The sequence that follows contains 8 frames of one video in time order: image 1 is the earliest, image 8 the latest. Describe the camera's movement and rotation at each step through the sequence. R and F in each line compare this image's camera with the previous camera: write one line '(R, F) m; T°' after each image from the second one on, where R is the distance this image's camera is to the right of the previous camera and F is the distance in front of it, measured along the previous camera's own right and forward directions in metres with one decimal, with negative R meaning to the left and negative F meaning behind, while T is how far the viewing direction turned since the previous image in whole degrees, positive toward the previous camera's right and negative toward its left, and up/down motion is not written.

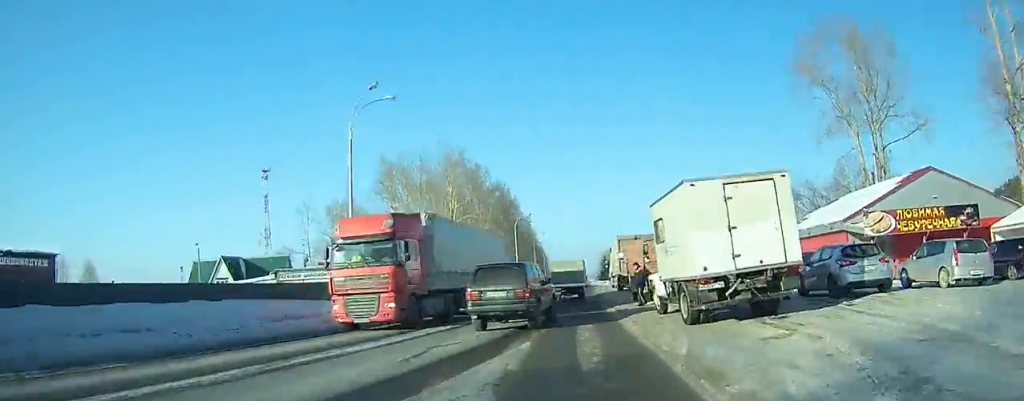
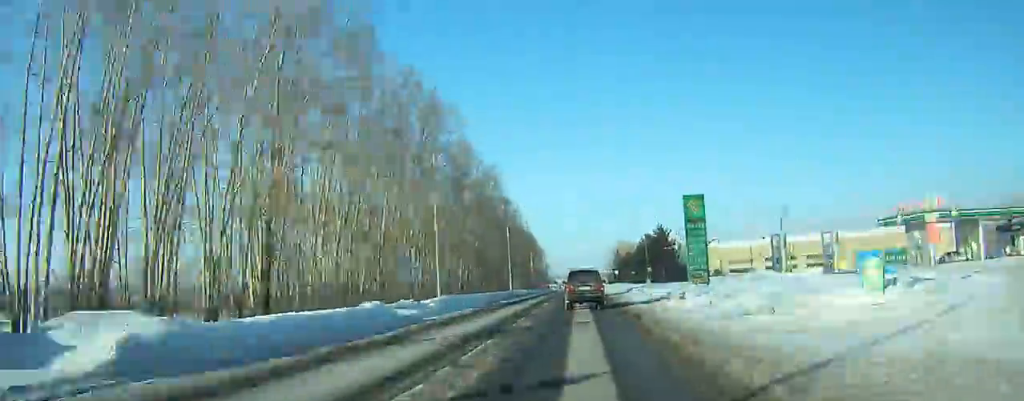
(+1.5, +85.6) m; +1°
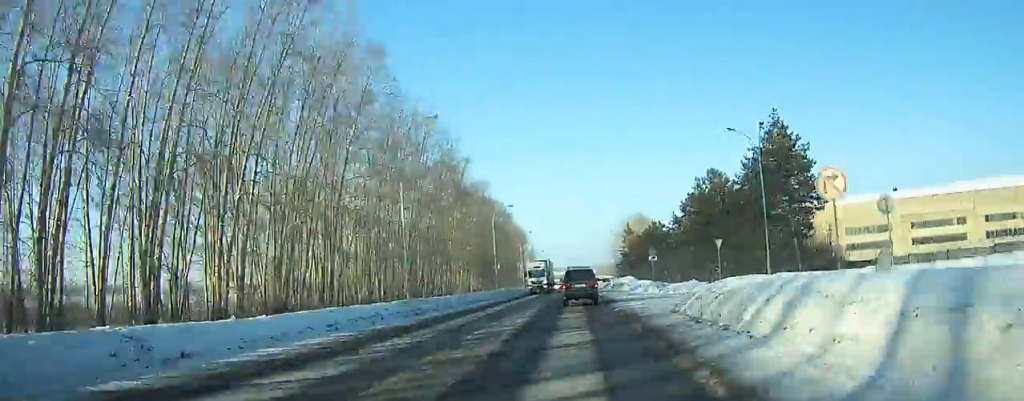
(-0.7, +79.1) m; 0°
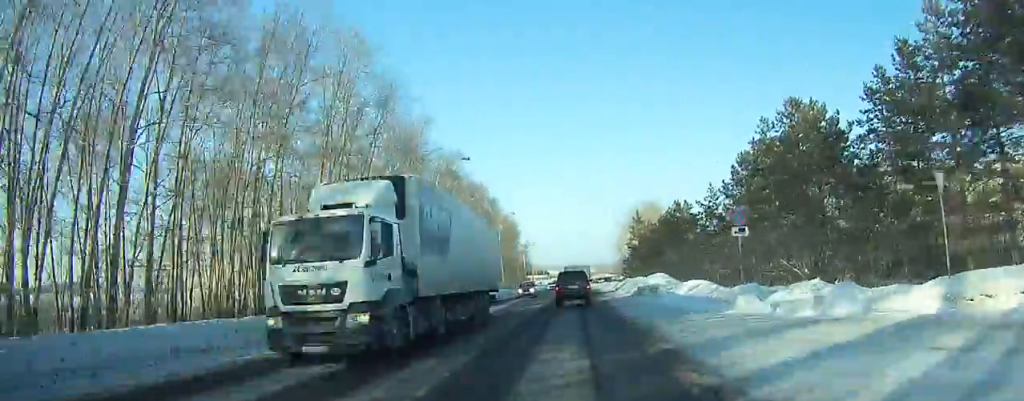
(+0.1, +29.2) m; 0°
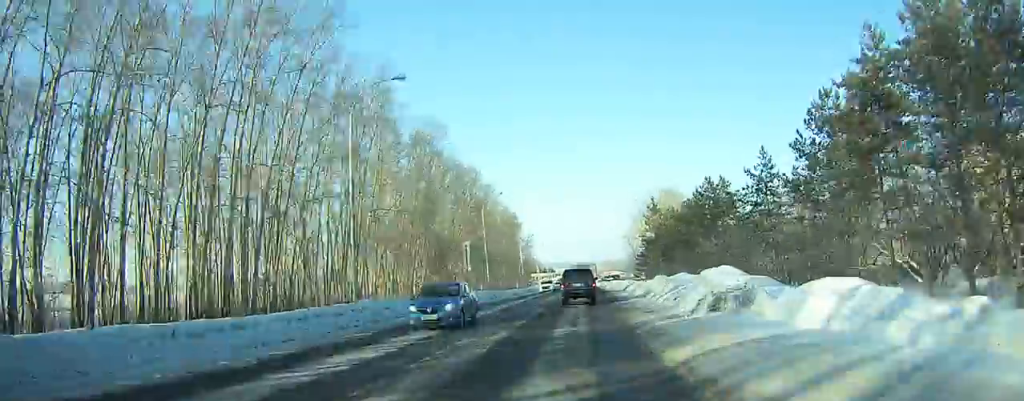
(0.0, +18.4) m; 0°
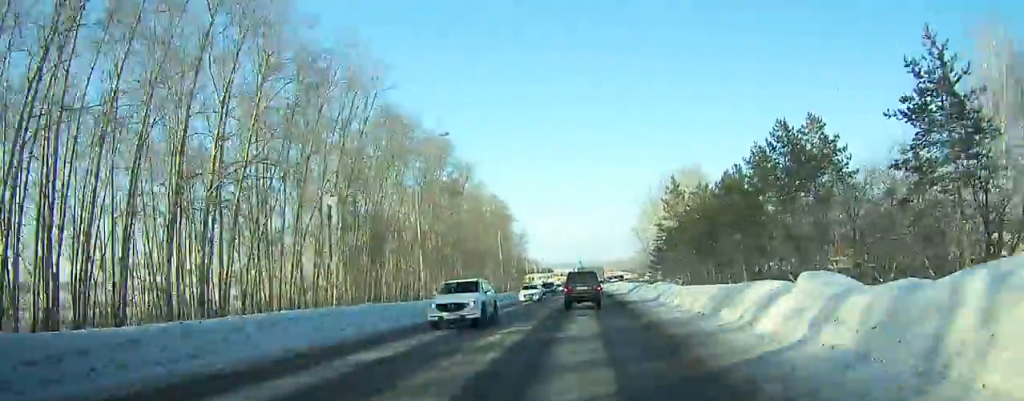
(0.0, +26.4) m; 0°
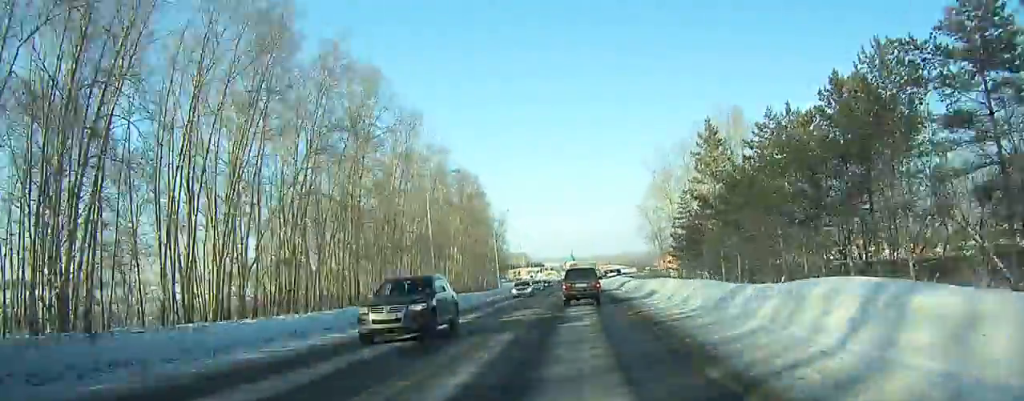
(0.0, +32.5) m; 0°
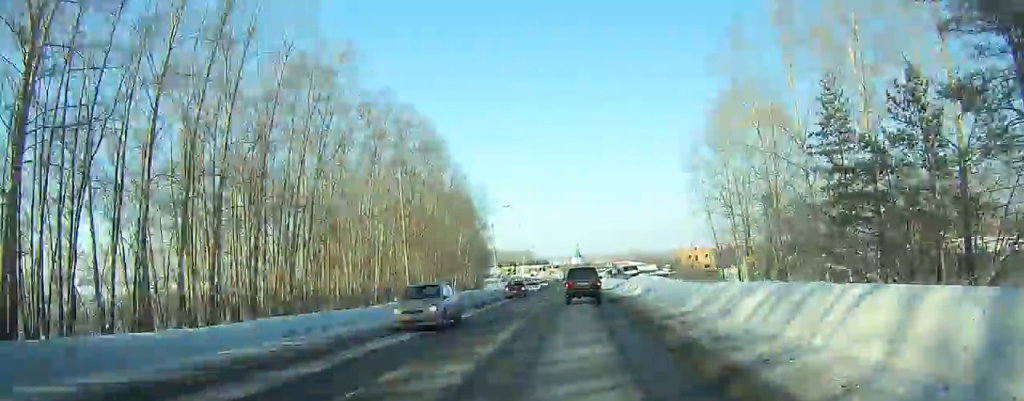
(-0.2, +46.6) m; 0°
